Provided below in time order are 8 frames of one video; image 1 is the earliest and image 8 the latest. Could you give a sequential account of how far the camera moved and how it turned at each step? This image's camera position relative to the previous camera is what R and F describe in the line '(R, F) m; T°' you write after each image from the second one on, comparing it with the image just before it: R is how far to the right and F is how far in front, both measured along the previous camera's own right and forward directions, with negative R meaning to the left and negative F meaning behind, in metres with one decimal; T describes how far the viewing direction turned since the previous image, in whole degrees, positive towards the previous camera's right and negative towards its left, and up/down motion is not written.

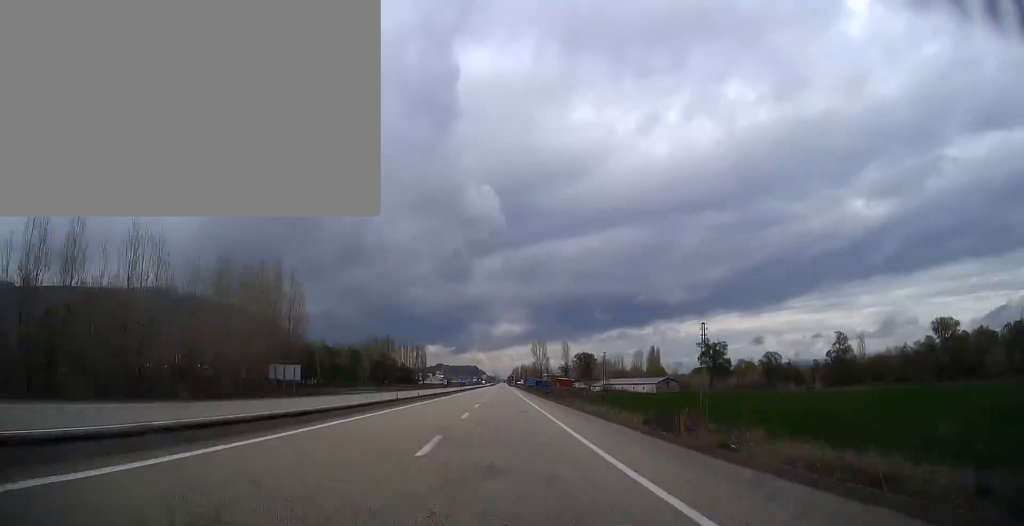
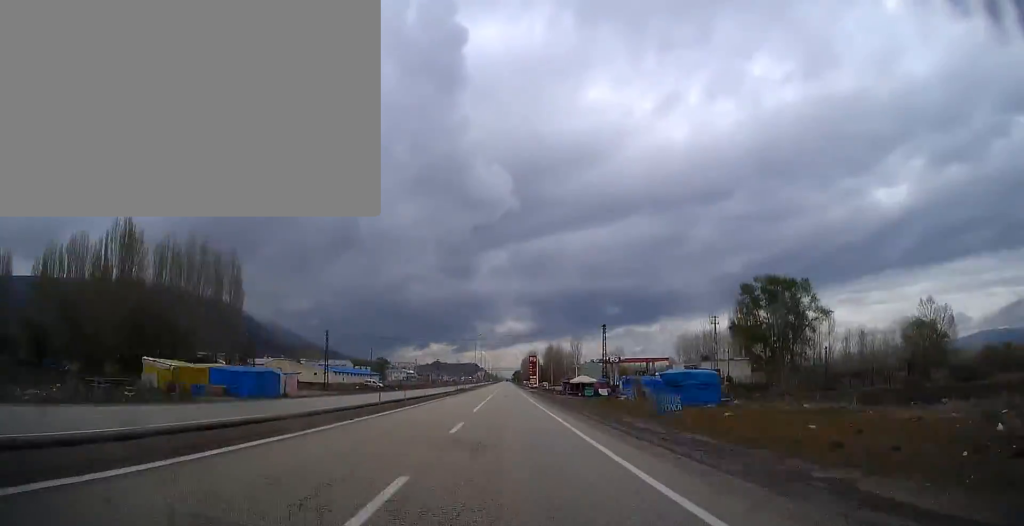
(-0.7, +265.6) m; 0°
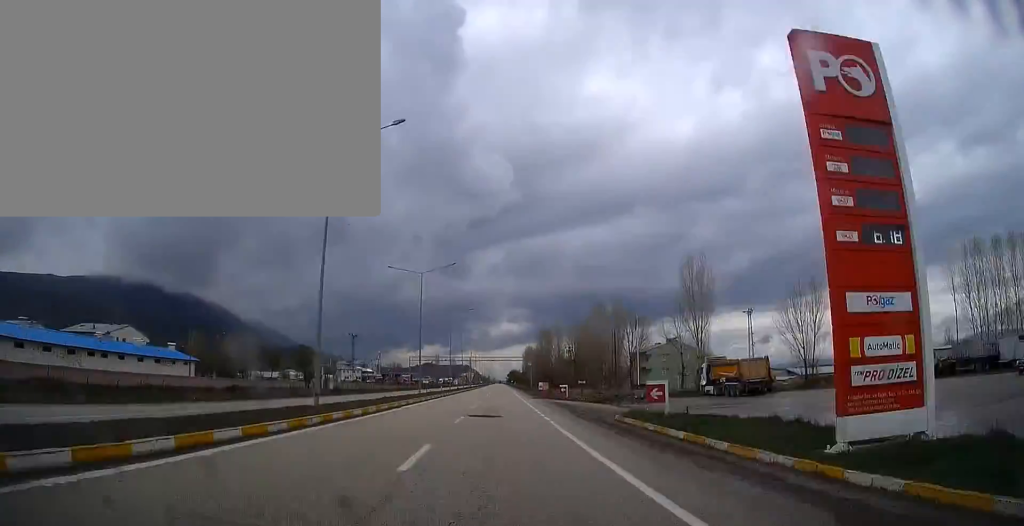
(+0.3, +141.1) m; 0°
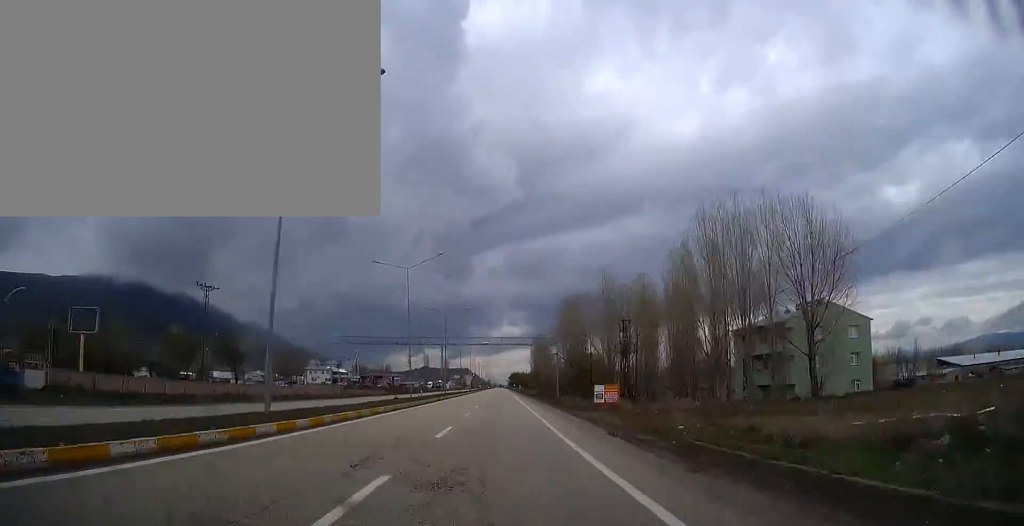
(-0.1, +64.3) m; 0°
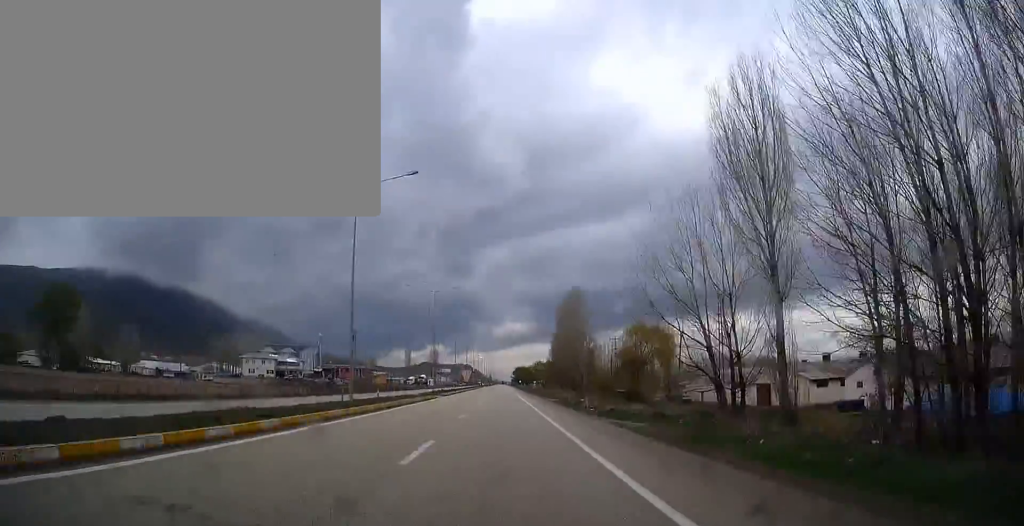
(-0.2, +78.6) m; 0°
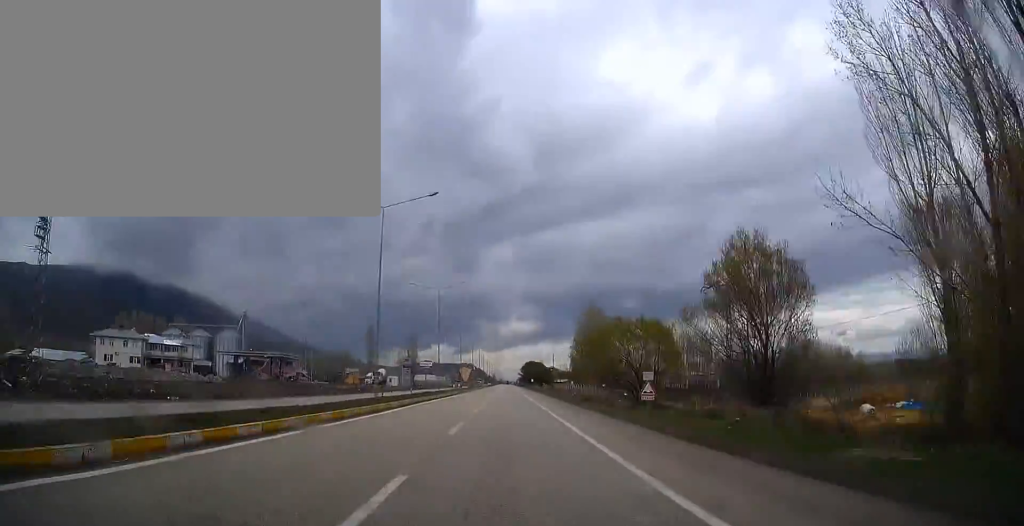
(+0.1, +88.9) m; 0°
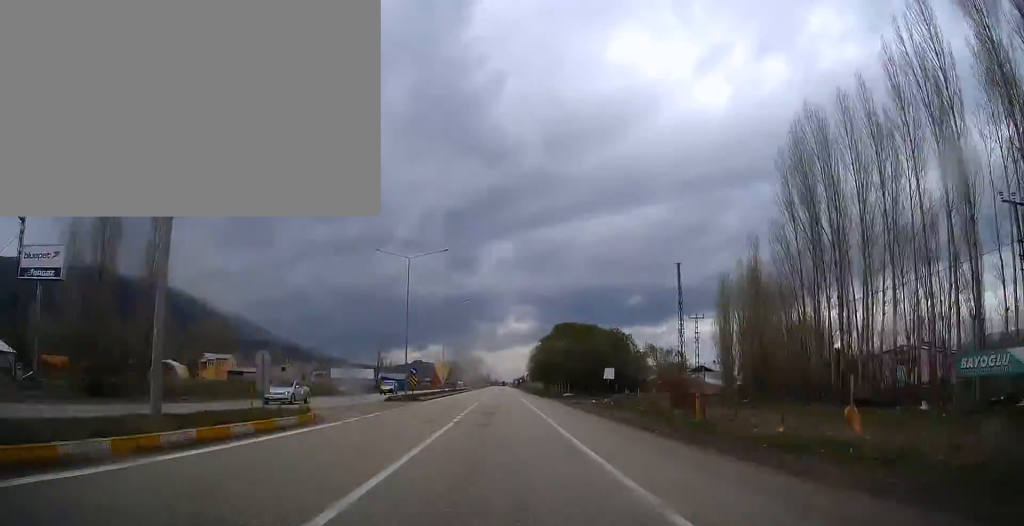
(-0.1, +170.1) m; 0°
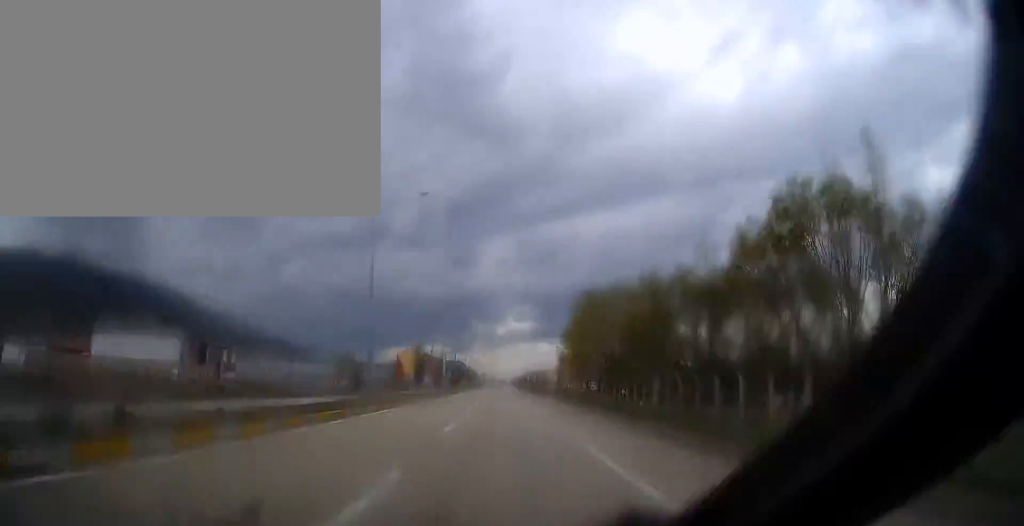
(+0.1, +131.5) m; 0°
